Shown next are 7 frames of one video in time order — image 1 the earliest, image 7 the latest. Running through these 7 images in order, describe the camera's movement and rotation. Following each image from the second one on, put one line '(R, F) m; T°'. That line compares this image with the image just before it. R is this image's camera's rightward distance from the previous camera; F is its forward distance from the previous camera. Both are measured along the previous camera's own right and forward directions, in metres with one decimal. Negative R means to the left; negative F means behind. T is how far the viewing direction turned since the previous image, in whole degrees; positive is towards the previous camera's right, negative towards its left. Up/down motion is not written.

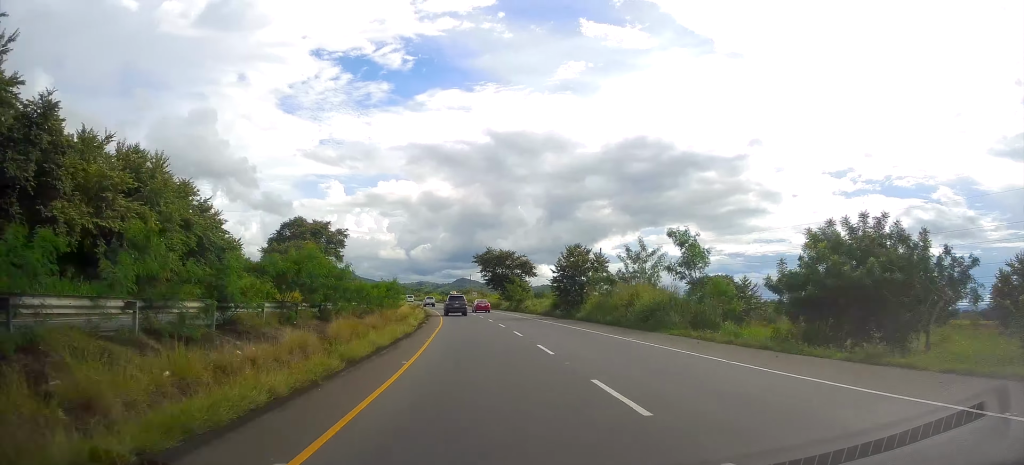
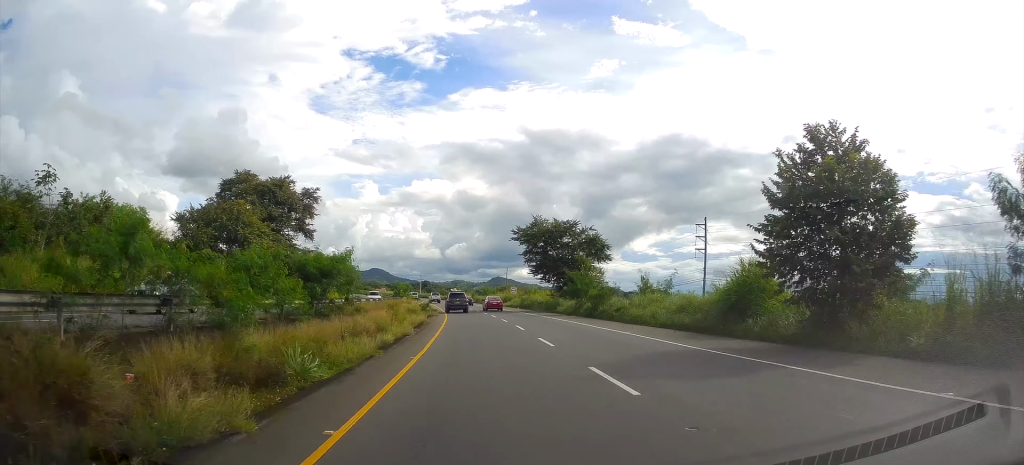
(-0.4, +31.4) m; -3°
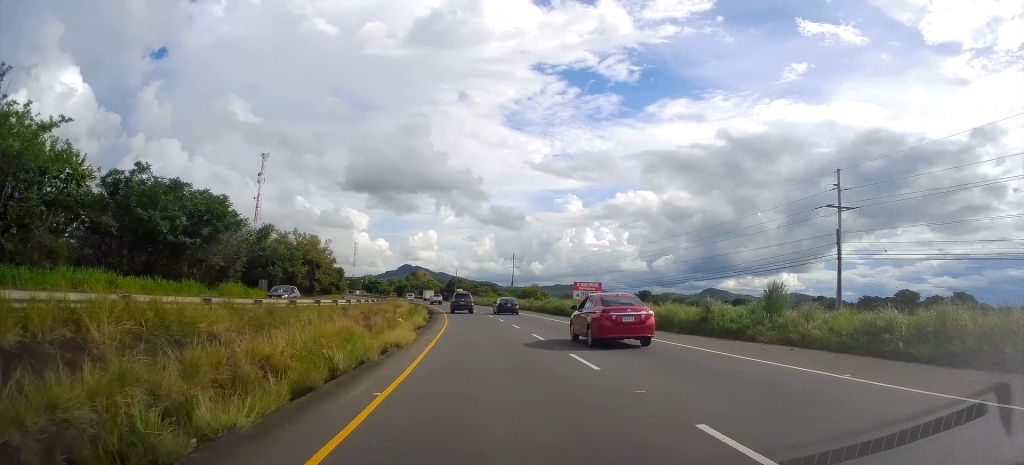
(-36.9, +204.7) m; -21°
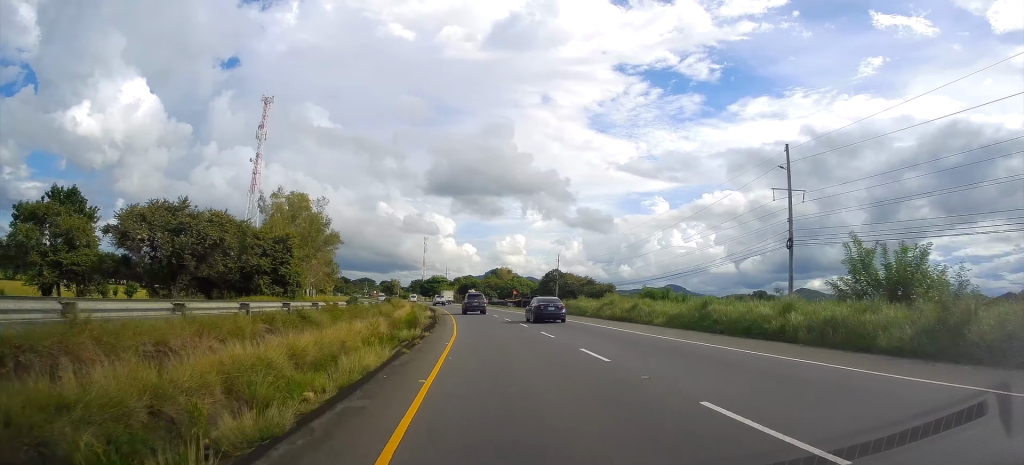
(-6.3, +87.9) m; -8°
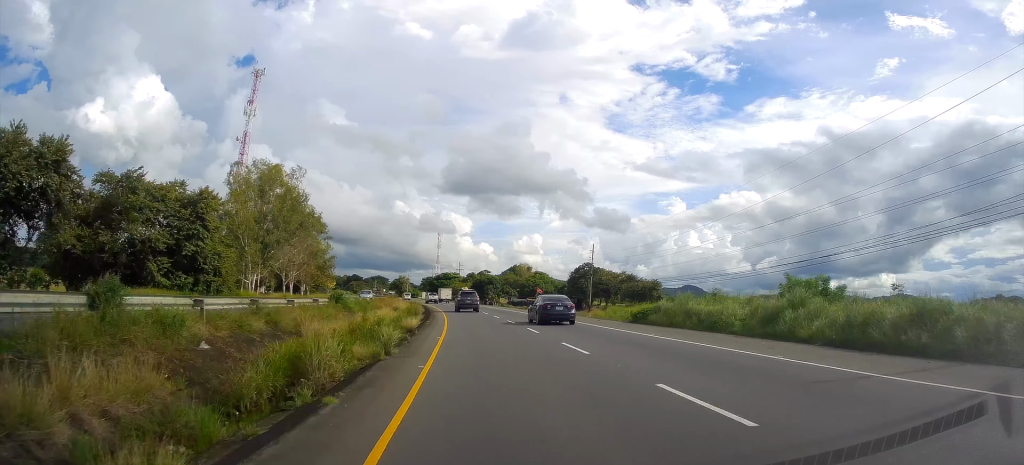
(-0.6, +23.1) m; -2°
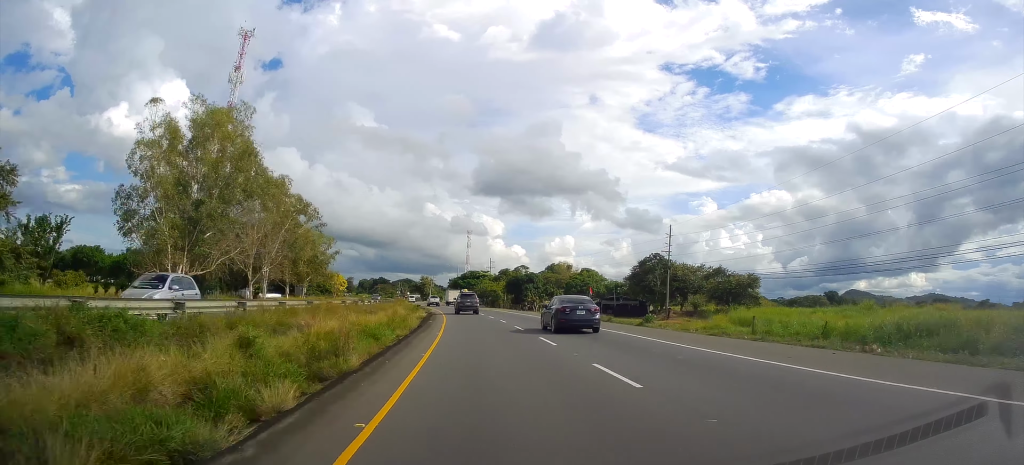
(-0.7, +30.0) m; -3°
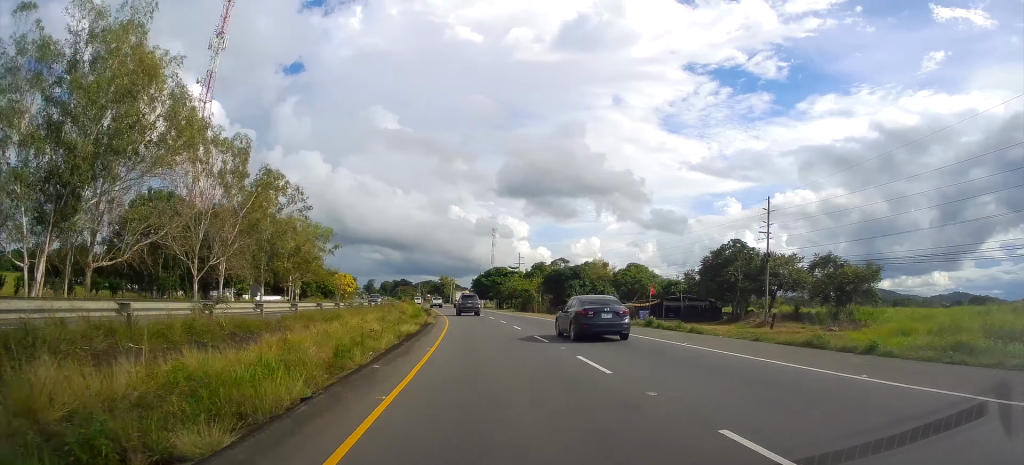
(-0.4, +23.0) m; -2°
